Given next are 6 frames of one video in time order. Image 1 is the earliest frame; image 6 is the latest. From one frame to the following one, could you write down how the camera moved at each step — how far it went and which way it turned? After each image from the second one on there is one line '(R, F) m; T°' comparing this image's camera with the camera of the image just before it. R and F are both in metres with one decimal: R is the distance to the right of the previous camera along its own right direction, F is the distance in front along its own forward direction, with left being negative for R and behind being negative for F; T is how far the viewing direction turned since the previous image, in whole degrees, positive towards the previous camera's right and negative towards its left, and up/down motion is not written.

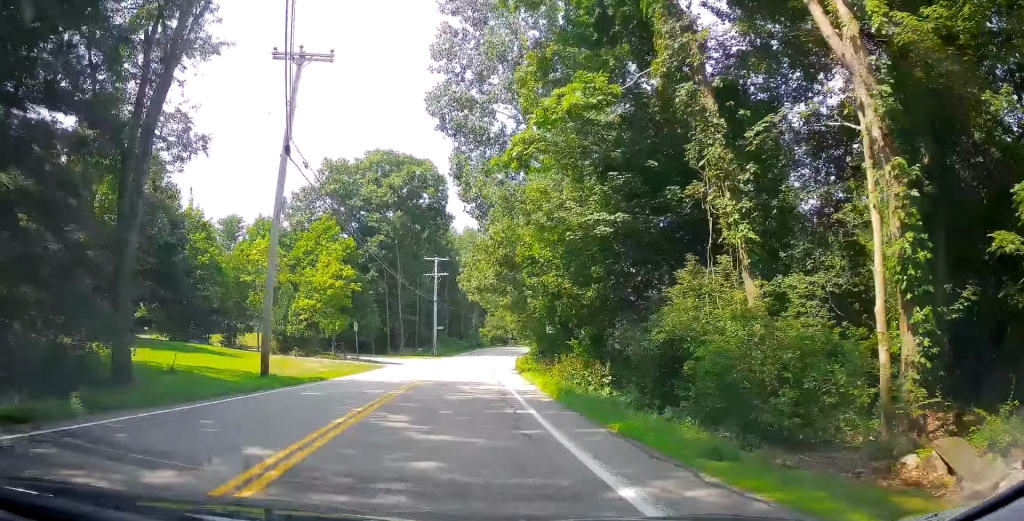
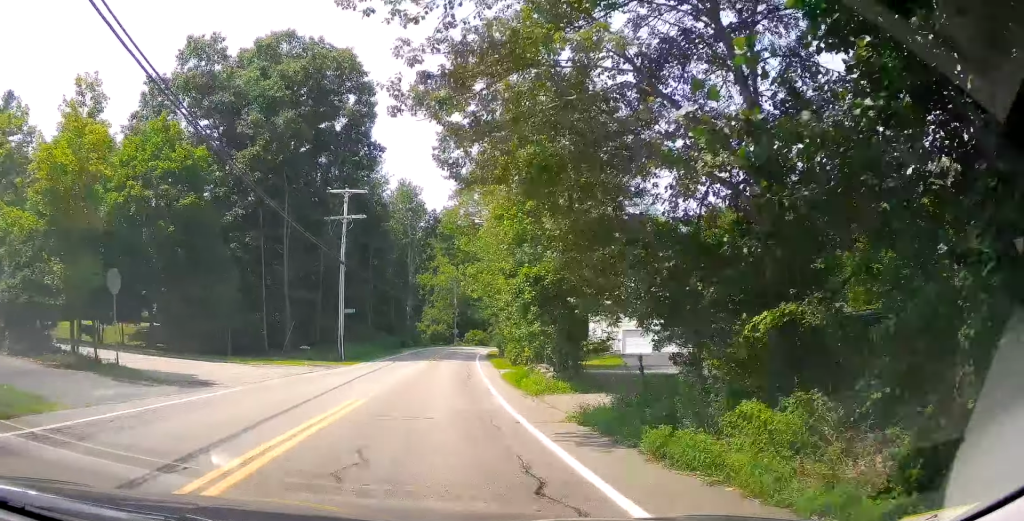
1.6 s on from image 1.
(+2.4, +29.7) m; +9°
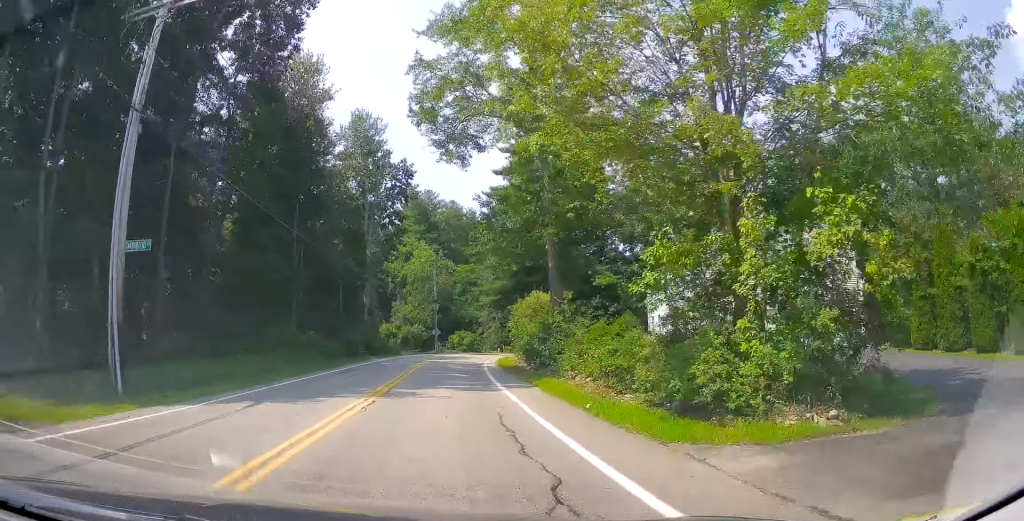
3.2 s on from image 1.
(+1.3, +27.7) m; +5°
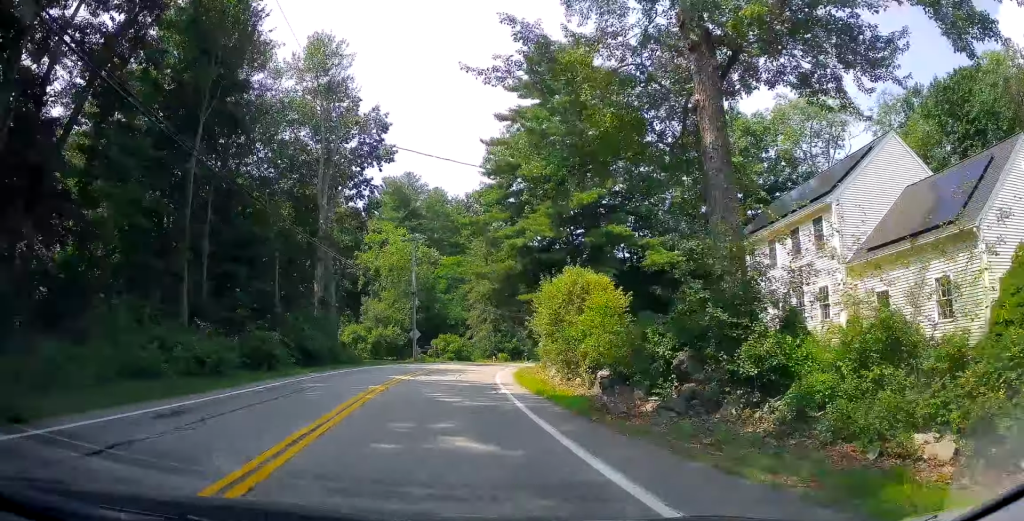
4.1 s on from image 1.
(+0.5, +16.3) m; +2°
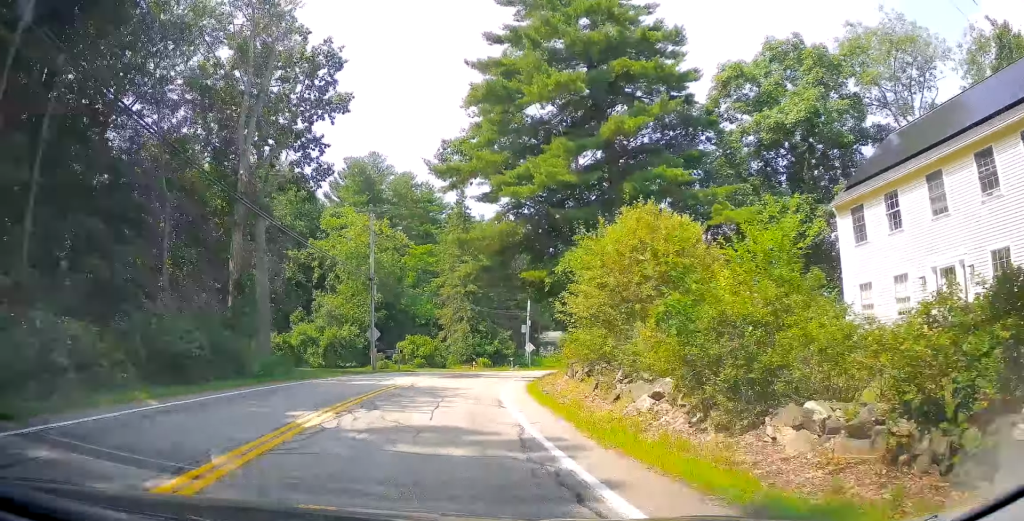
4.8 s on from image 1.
(+0.2, +12.5) m; +1°
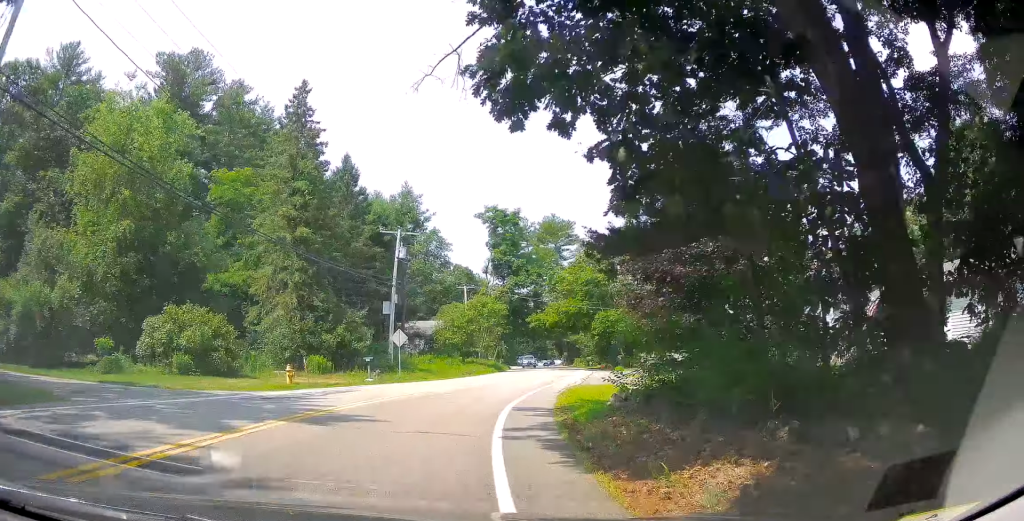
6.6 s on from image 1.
(+1.7, +28.5) m; +11°
